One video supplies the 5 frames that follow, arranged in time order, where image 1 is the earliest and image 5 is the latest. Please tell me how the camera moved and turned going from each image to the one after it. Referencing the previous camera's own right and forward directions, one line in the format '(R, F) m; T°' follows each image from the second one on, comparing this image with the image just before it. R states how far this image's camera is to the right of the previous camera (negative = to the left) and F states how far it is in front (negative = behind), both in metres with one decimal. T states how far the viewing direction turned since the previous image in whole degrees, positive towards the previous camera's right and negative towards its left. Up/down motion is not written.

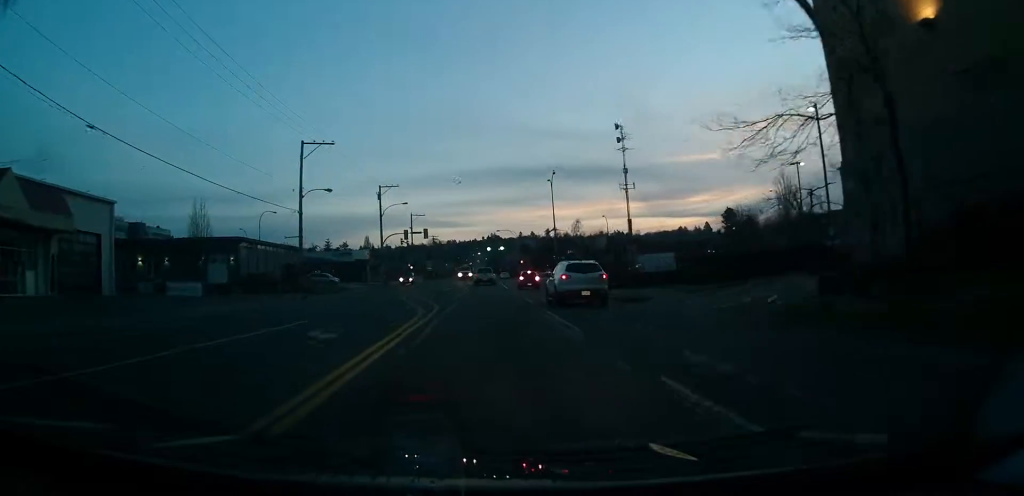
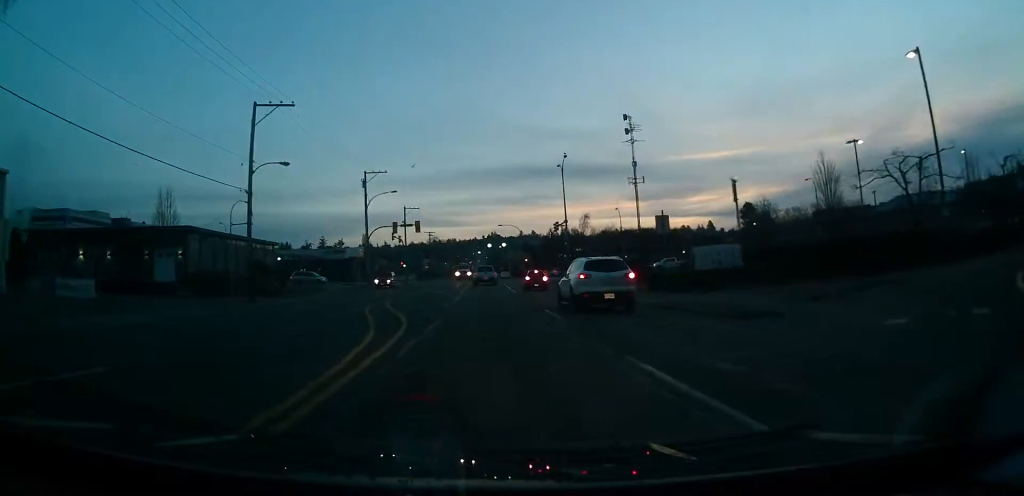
(0.0, +11.4) m; -1°
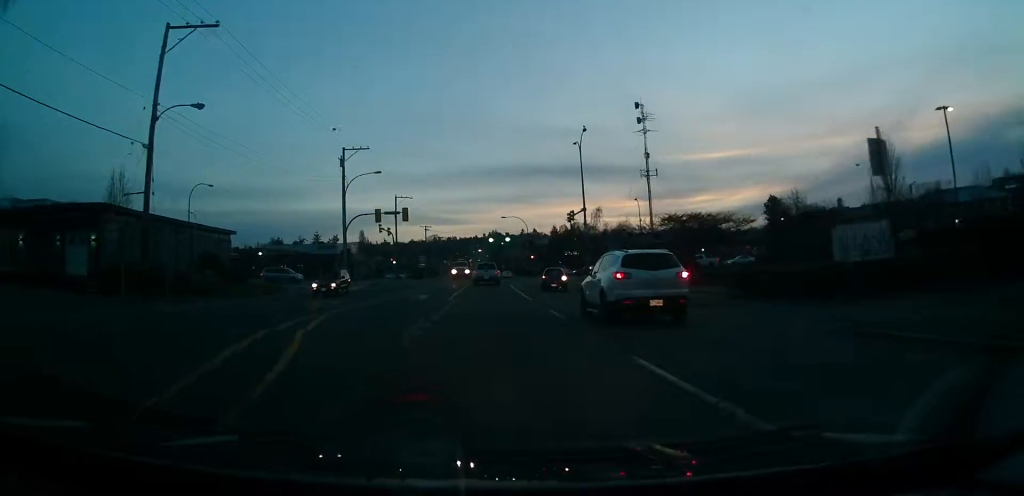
(-0.1, +13.0) m; 0°
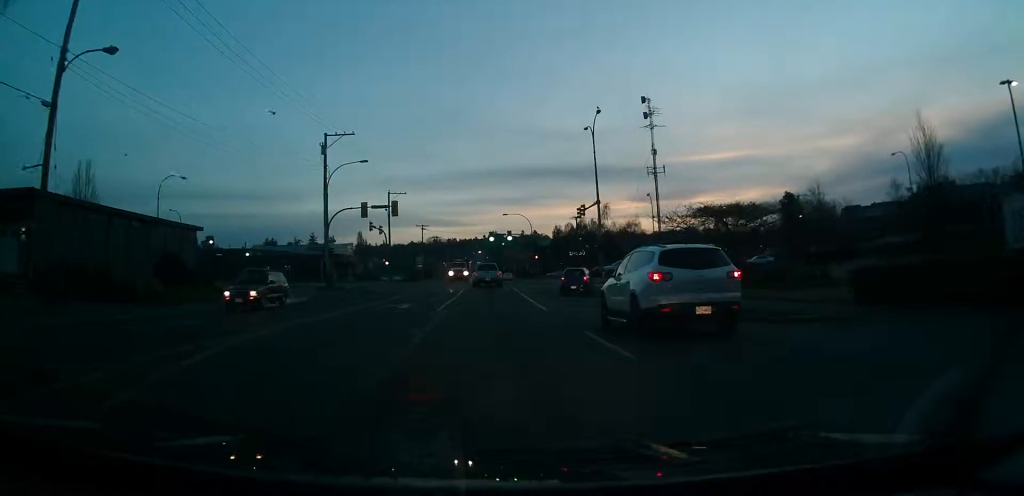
(-0.1, +7.6) m; 0°
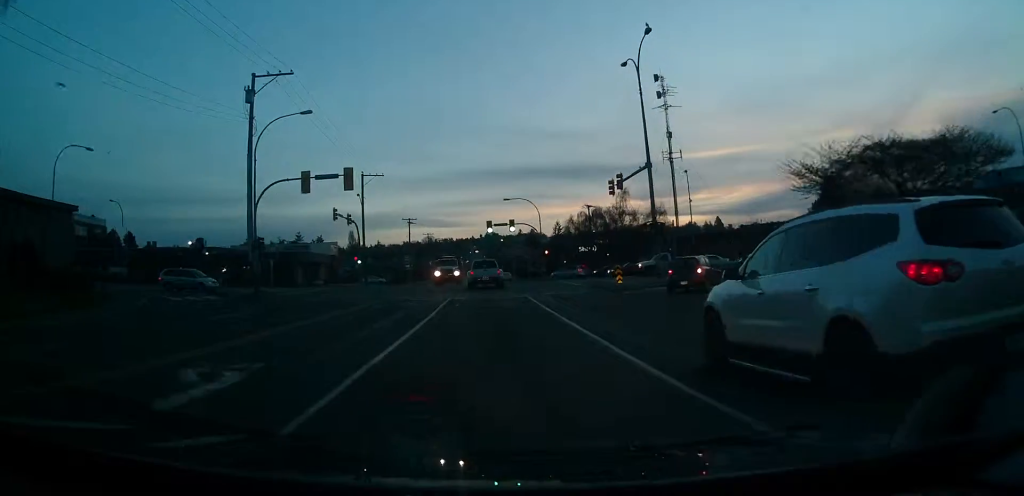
(+0.3, +17.9) m; +2°
